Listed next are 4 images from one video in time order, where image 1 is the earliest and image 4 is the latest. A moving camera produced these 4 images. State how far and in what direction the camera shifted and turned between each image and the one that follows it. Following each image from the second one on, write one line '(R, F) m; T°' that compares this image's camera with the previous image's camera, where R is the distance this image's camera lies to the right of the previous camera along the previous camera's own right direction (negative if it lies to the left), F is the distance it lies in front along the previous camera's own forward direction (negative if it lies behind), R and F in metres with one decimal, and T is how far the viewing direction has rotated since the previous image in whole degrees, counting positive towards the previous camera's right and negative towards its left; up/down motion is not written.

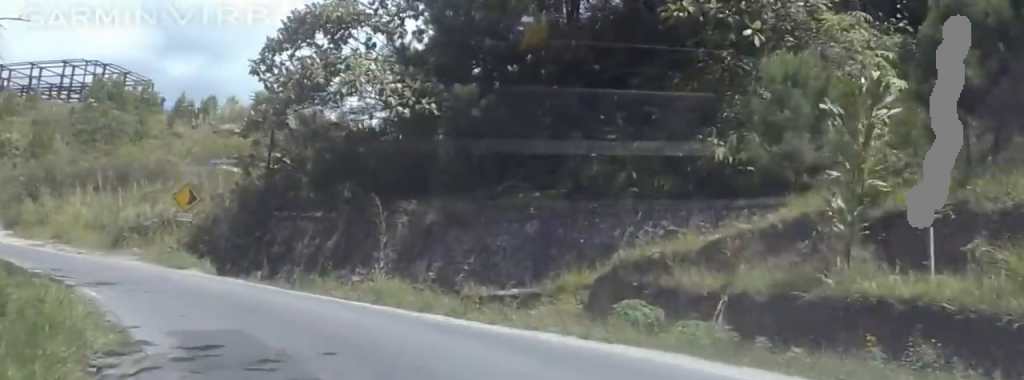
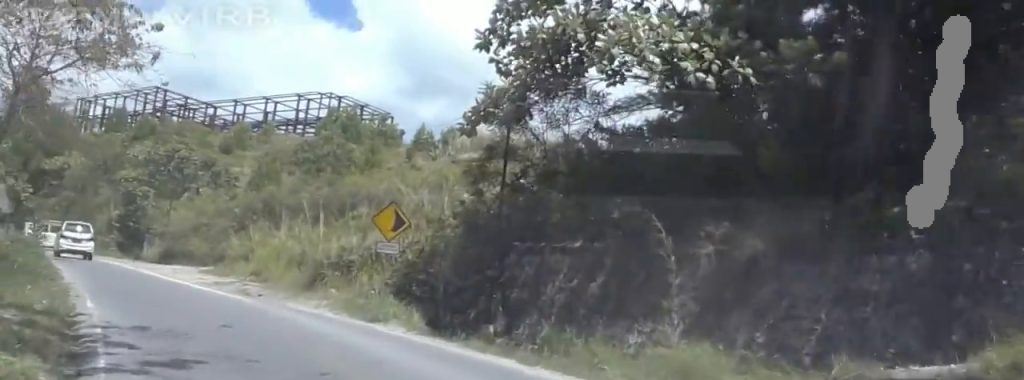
(-0.3, +9.7) m; -13°
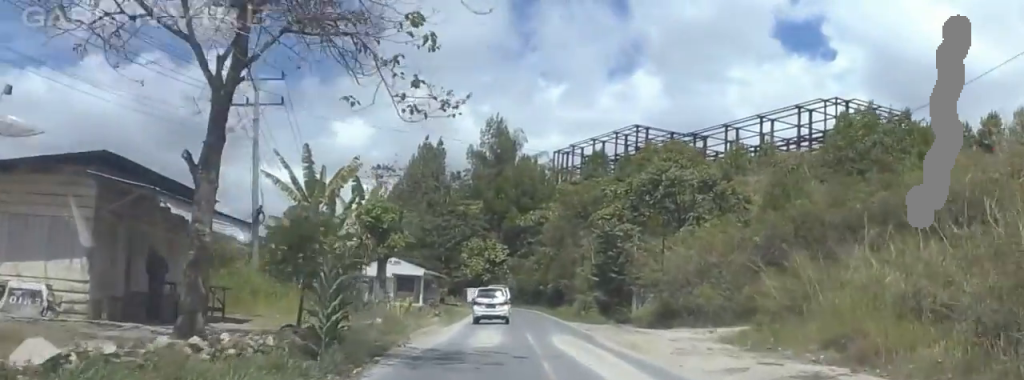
(-6.0, +20.5) m; -24°
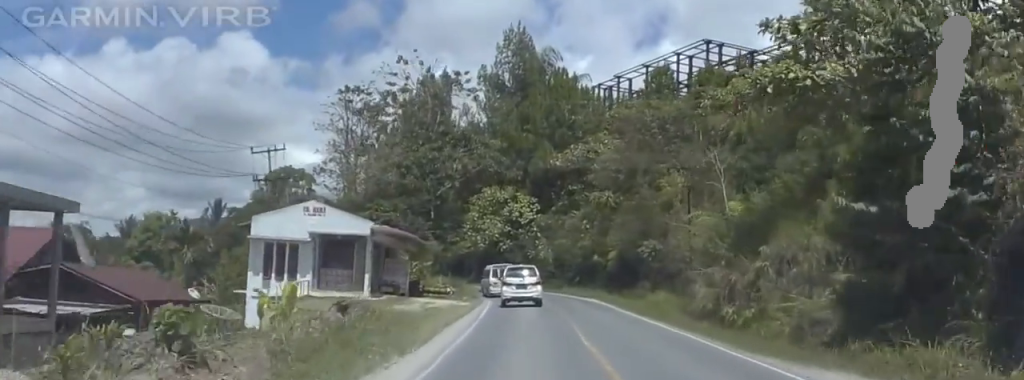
(-4.0, +40.0) m; -11°
